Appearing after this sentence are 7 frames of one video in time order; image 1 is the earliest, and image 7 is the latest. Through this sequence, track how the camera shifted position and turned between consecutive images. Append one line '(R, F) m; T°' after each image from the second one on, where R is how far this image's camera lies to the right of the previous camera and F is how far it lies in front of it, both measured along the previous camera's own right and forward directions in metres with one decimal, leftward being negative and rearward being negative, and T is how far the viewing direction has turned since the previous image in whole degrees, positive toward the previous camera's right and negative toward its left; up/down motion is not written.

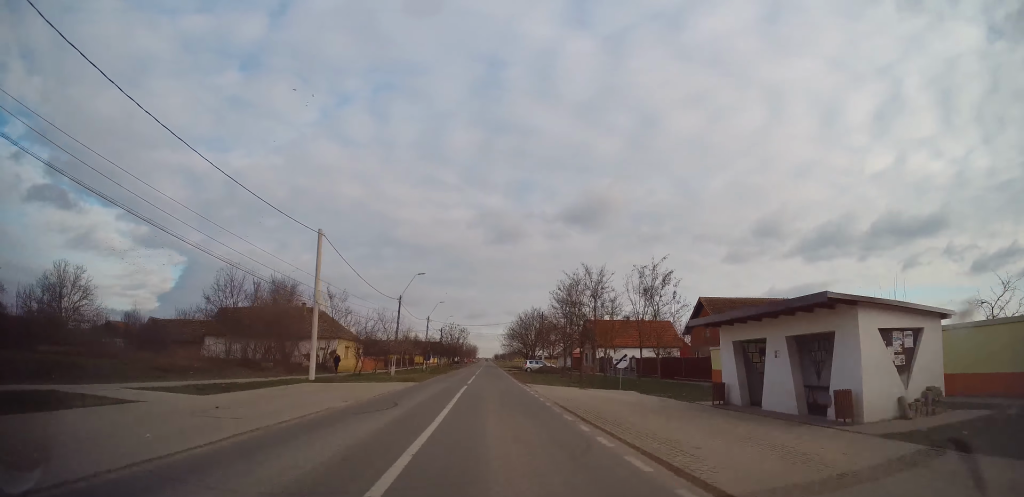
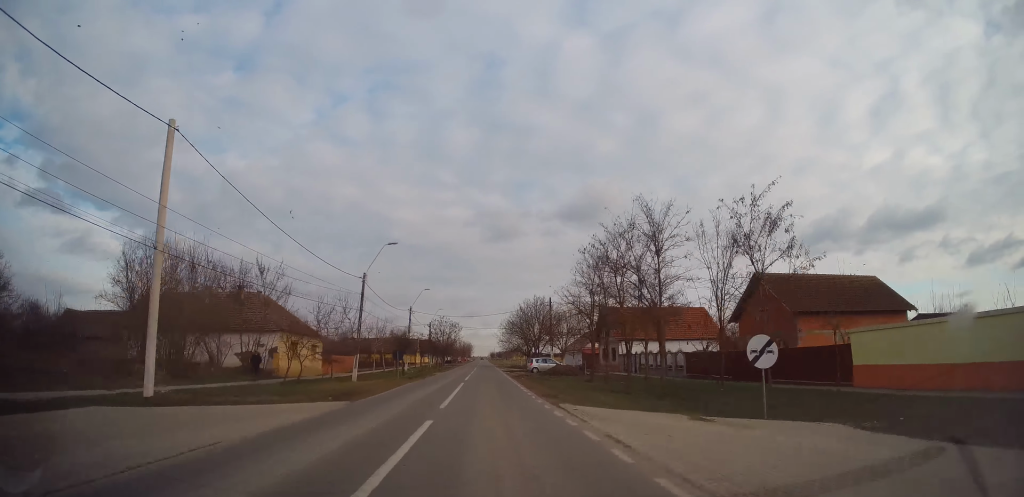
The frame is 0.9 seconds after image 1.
(+0.3, +15.3) m; 0°
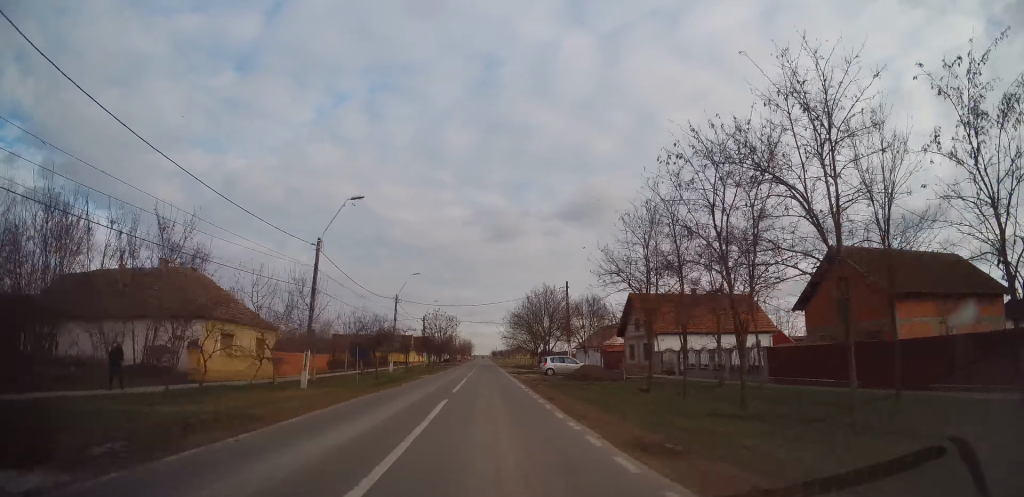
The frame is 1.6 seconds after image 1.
(-0.1, +12.3) m; 0°
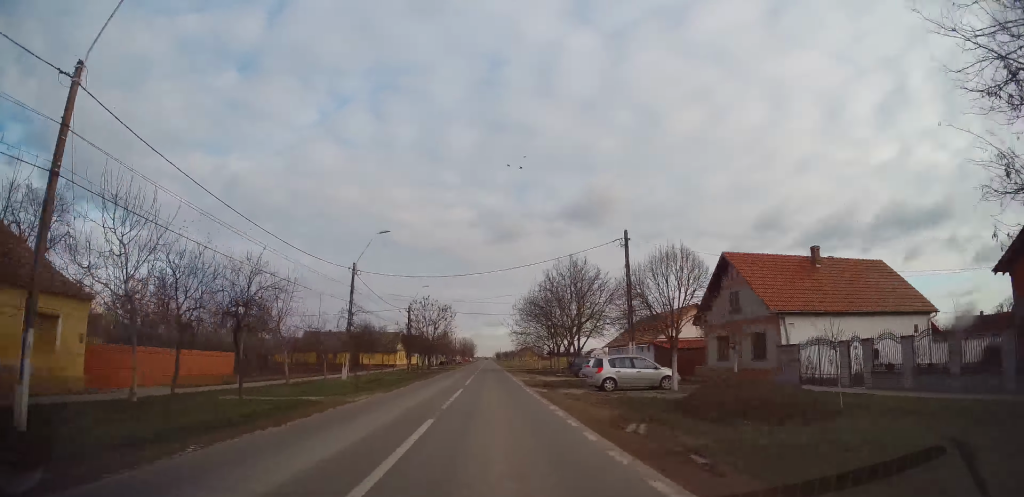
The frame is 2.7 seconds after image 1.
(0.0, +20.7) m; 0°
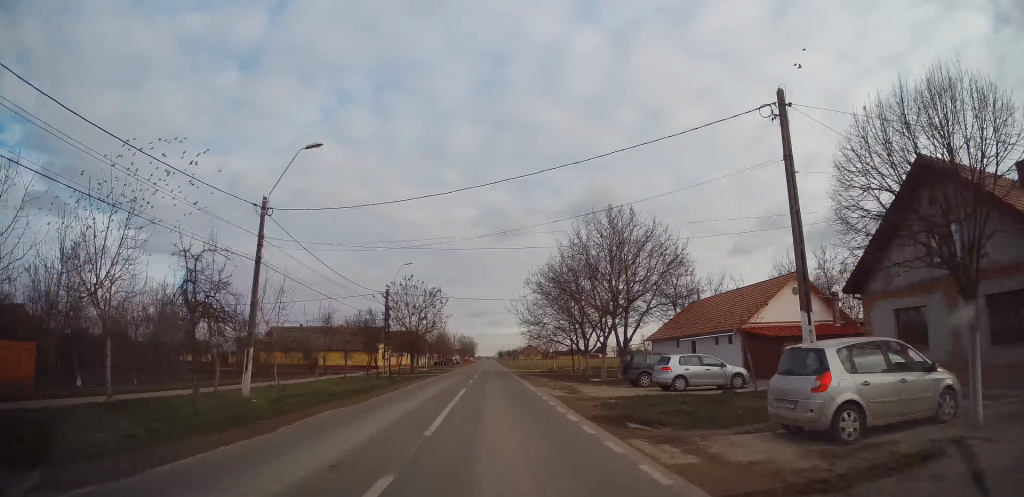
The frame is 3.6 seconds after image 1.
(+0.1, +16.6) m; -1°
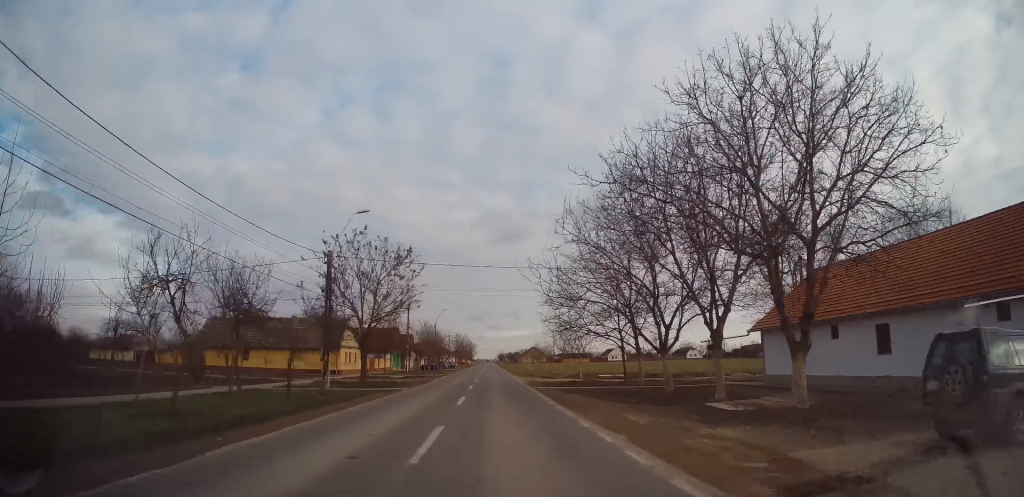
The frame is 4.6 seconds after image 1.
(-0.3, +19.8) m; 0°
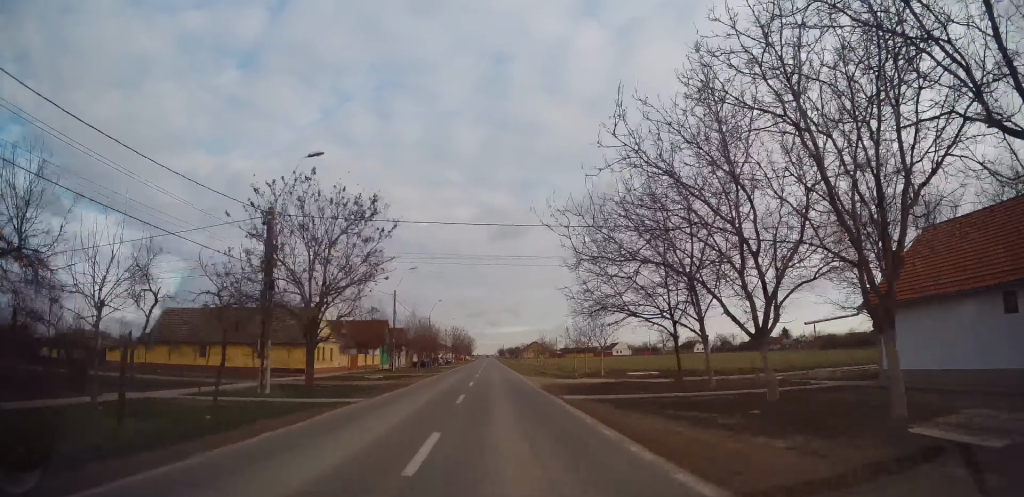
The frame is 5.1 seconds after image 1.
(+0.1, +9.4) m; +1°
